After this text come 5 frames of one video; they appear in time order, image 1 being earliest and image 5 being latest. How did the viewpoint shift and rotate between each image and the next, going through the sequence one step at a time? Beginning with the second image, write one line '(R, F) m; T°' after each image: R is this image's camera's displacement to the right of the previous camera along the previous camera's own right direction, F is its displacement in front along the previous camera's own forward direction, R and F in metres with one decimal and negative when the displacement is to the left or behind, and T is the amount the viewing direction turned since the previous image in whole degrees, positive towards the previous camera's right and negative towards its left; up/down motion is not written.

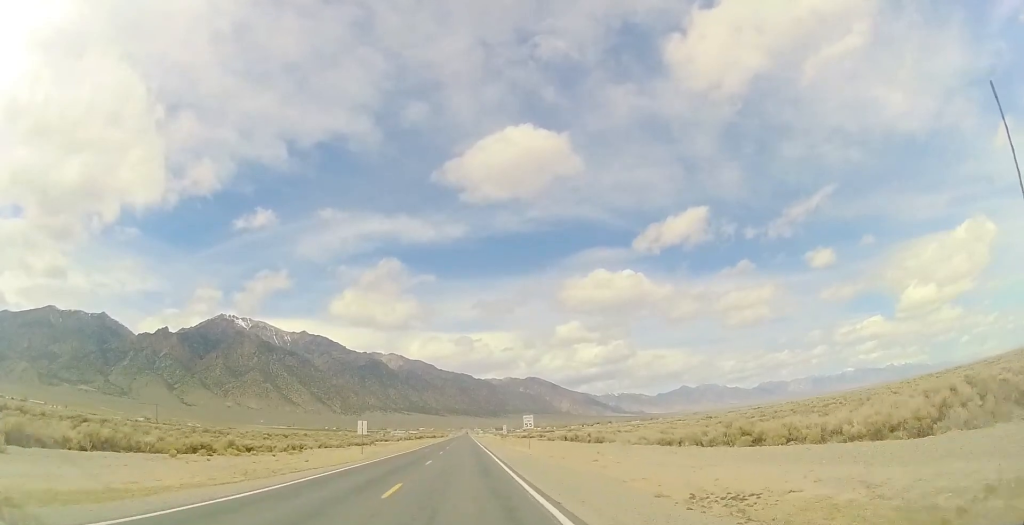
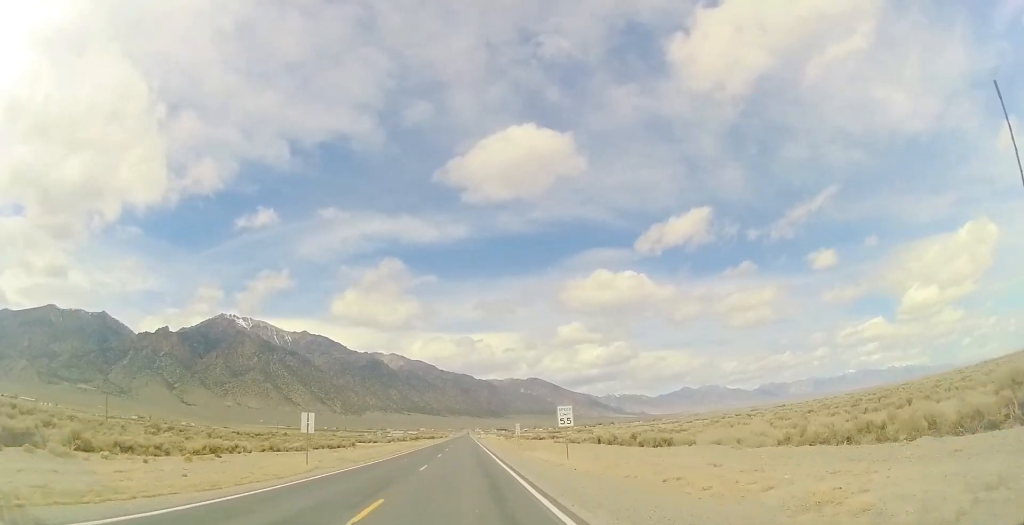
(-0.3, +17.4) m; 0°
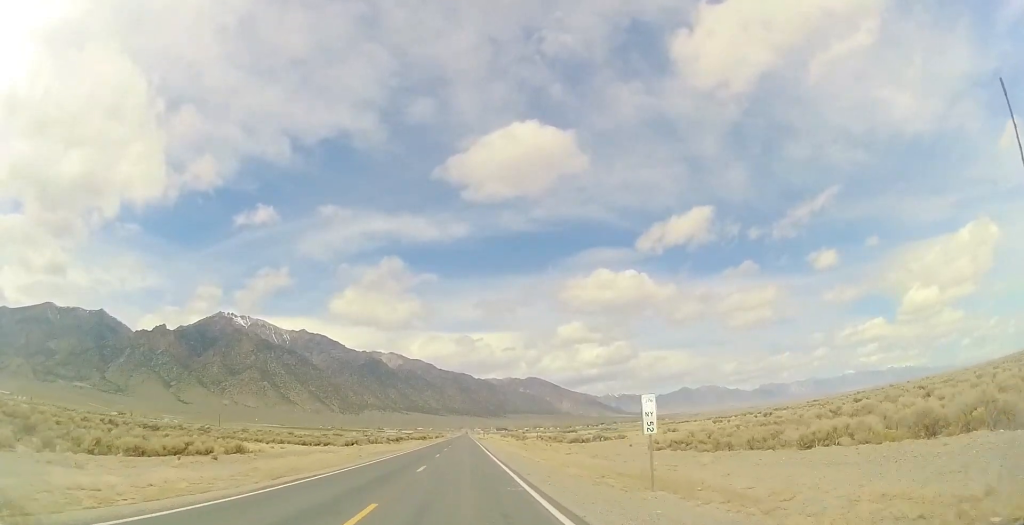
(+0.6, +41.0) m; 0°
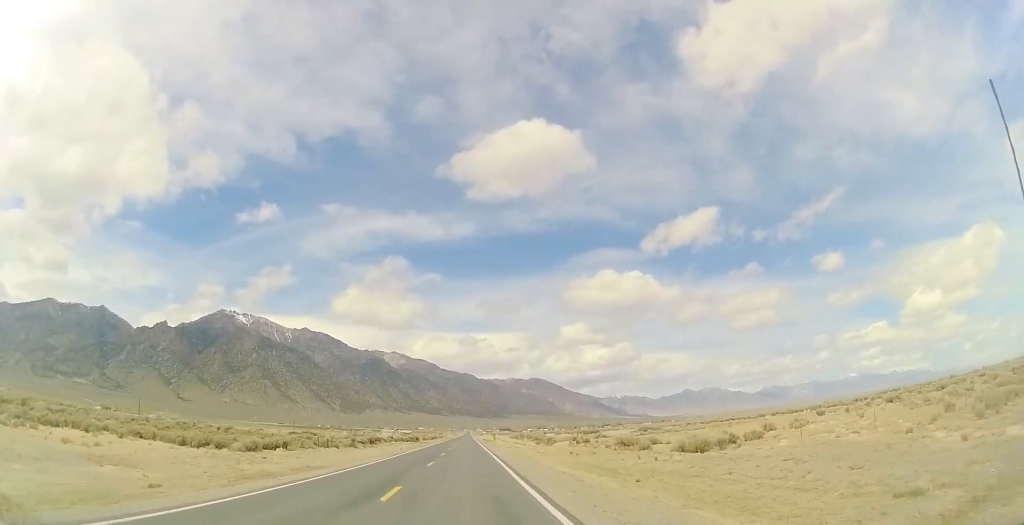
(-0.3, +36.8) m; -1°
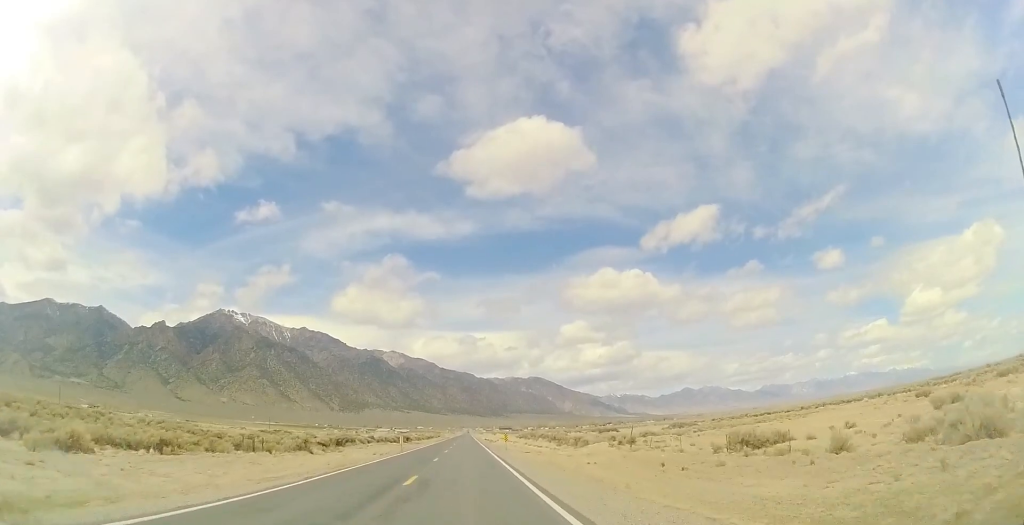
(-0.3, +23.6) m; 0°
